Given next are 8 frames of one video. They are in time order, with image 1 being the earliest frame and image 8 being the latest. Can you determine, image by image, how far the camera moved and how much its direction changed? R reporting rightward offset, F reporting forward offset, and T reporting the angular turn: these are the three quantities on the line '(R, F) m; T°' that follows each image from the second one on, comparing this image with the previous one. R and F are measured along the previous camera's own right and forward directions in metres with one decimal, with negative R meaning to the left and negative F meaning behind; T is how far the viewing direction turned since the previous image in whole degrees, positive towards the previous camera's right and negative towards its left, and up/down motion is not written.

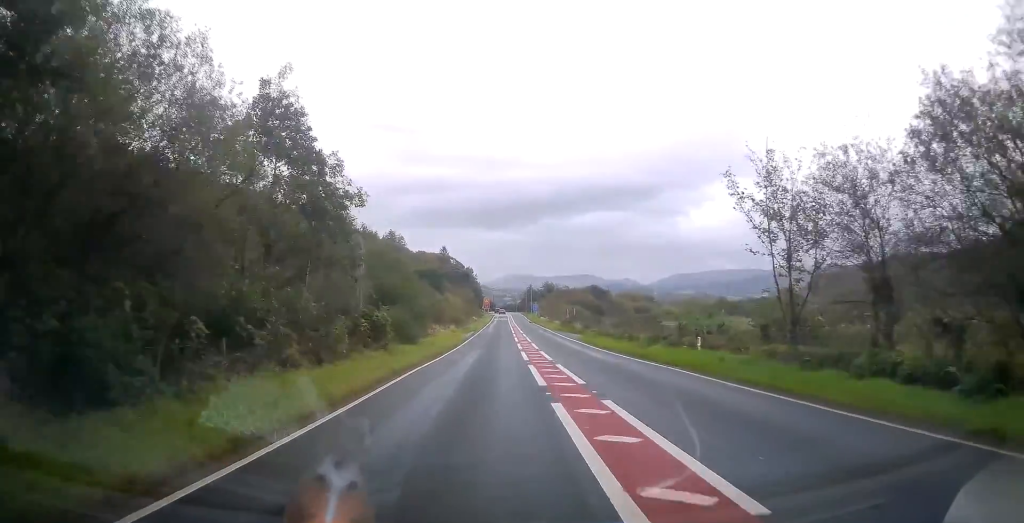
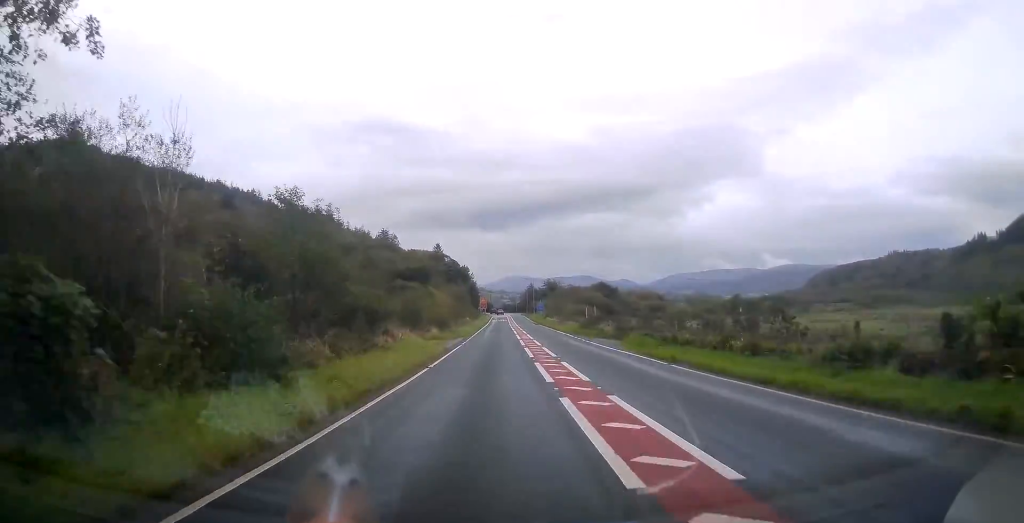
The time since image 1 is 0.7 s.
(+0.1, +17.2) m; 0°
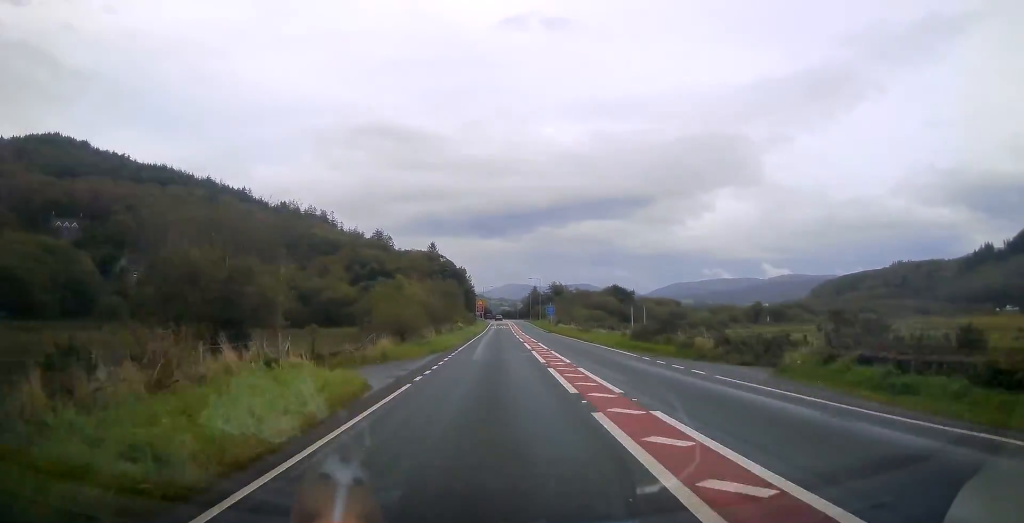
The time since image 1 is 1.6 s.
(0.0, +20.3) m; 0°
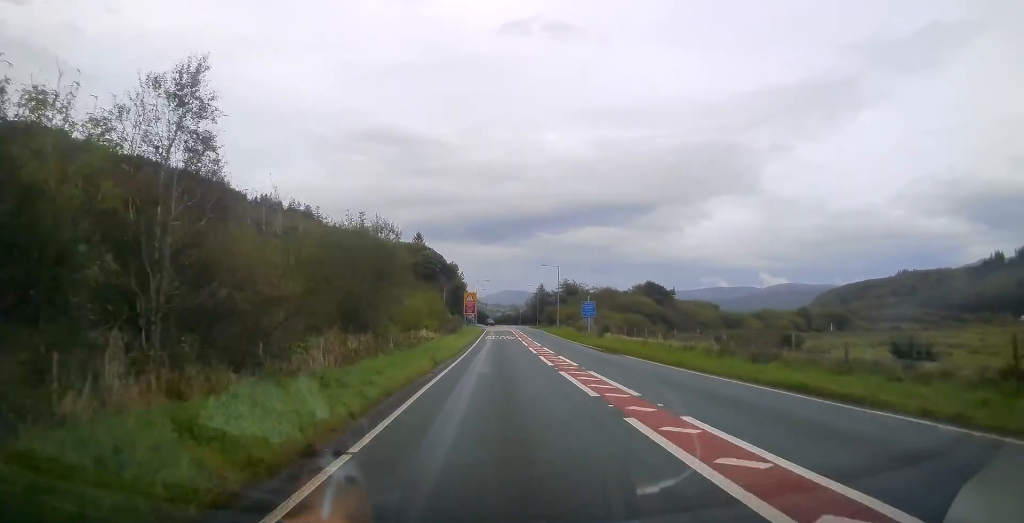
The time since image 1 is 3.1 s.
(0.0, +36.0) m; 0°
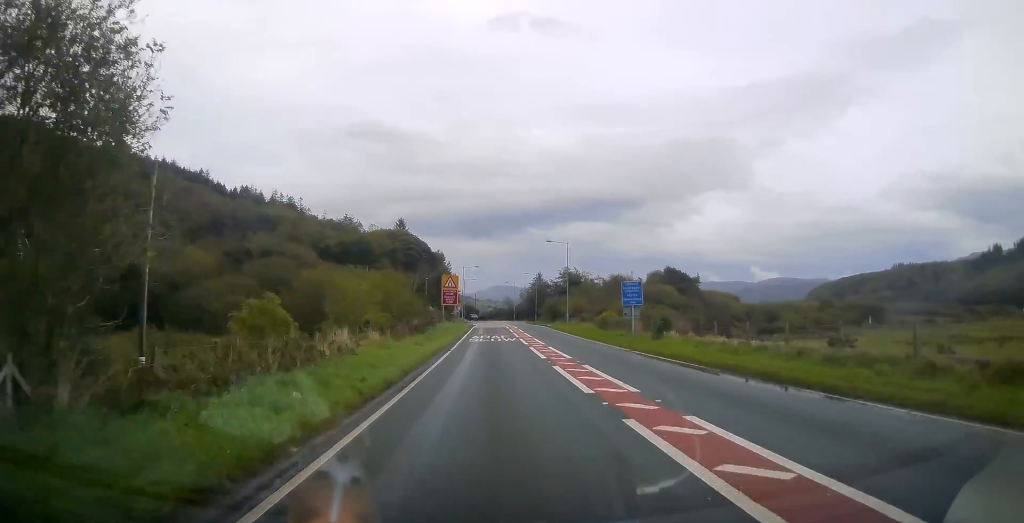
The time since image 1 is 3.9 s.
(0.0, +18.7) m; +1°
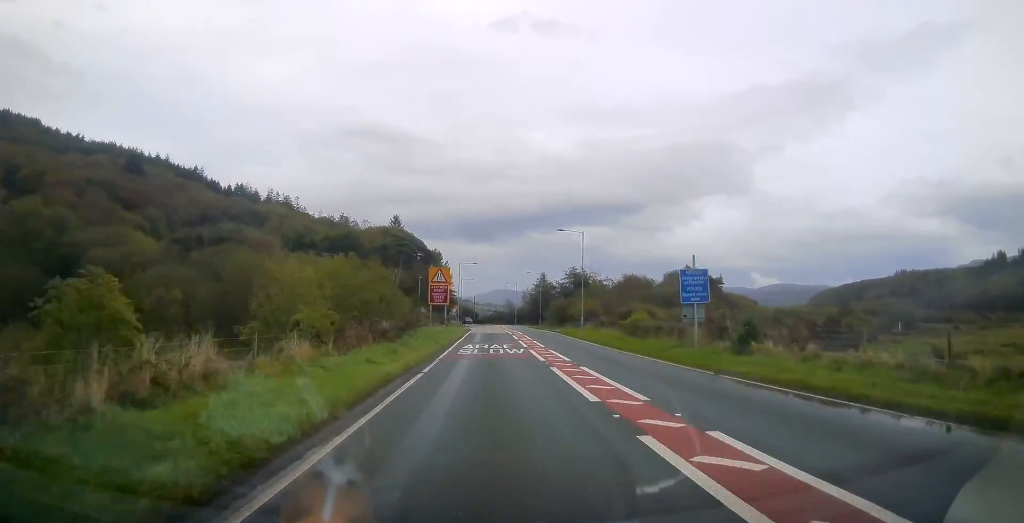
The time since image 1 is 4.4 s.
(0.0, +10.0) m; 0°
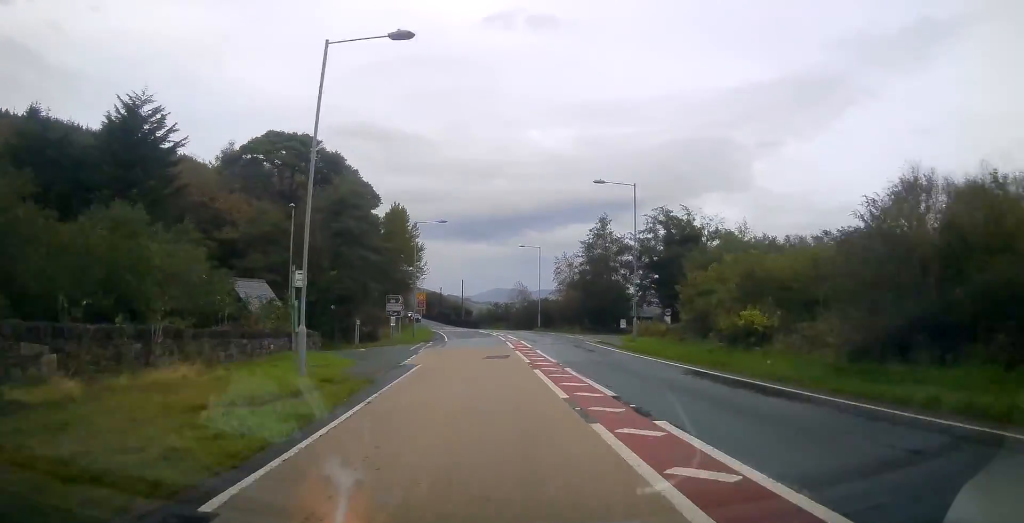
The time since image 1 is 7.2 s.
(+0.3, +63.5) m; +1°
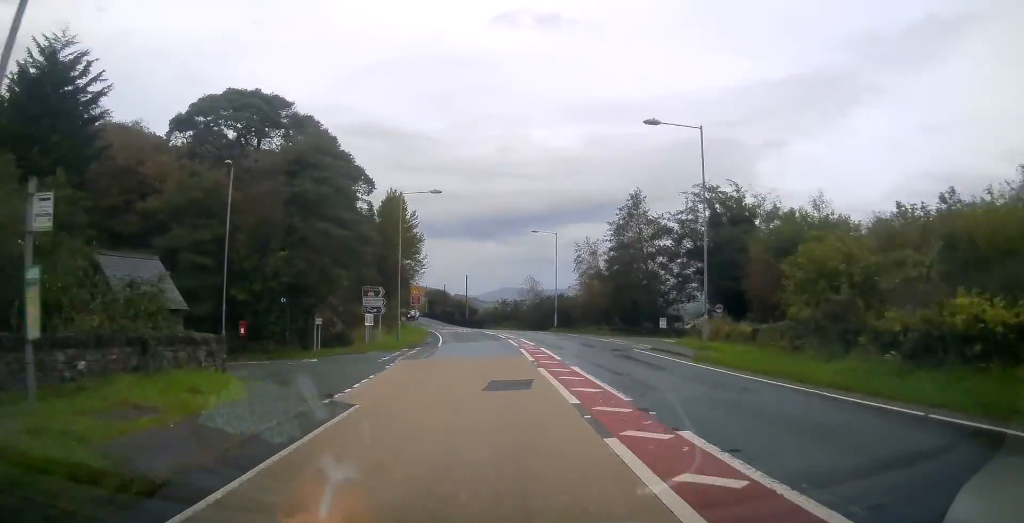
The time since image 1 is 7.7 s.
(0.0, +9.8) m; -1°
